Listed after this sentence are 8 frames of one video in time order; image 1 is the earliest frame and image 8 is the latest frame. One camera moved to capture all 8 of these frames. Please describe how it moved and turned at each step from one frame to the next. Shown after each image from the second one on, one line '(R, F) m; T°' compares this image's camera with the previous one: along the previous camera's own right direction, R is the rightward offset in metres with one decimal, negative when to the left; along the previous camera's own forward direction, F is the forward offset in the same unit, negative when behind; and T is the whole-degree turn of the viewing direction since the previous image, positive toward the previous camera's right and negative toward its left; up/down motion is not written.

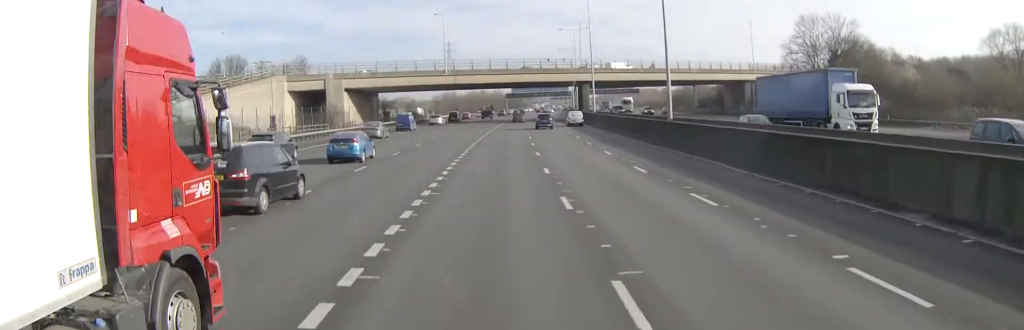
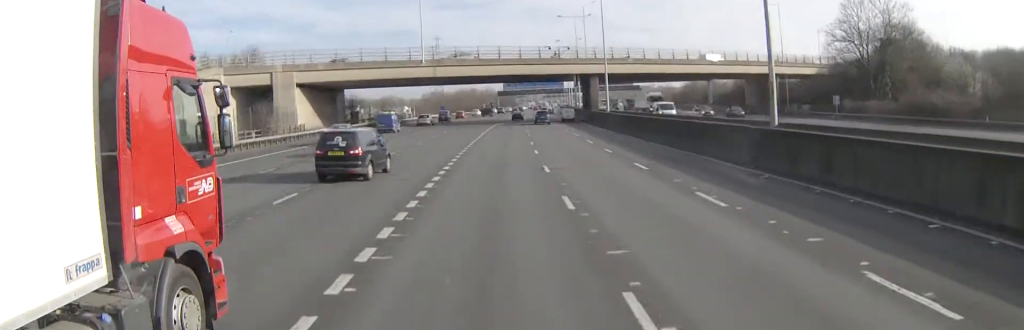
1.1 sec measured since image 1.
(+0.1, +18.9) m; +1°
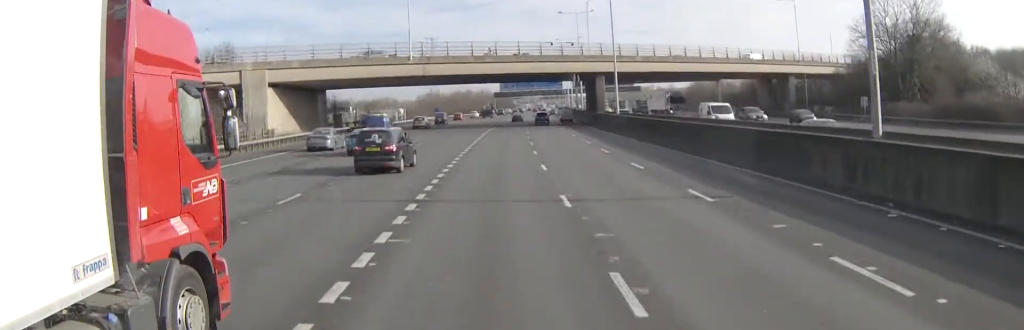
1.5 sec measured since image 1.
(0.0, +8.2) m; 0°
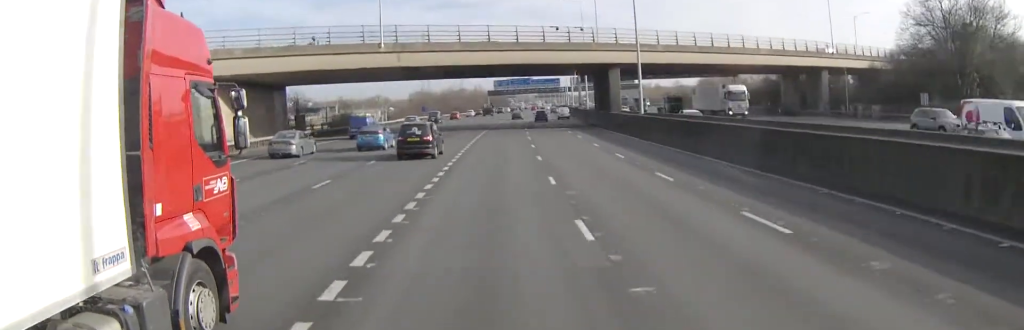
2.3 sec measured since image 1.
(+0.1, +14.0) m; 0°
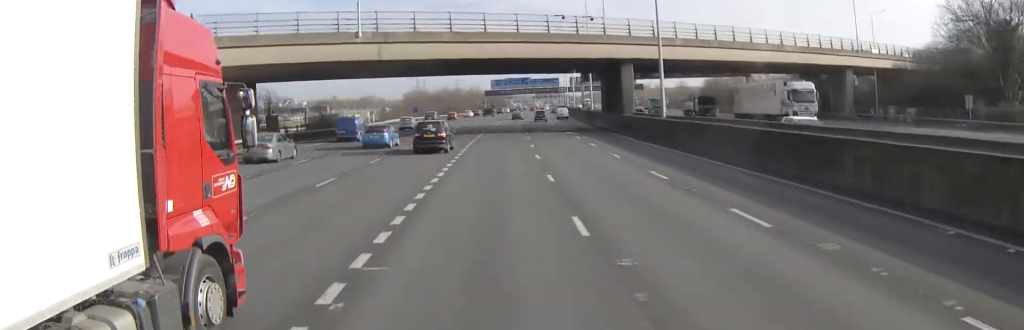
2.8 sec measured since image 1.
(0.0, +8.3) m; 0°
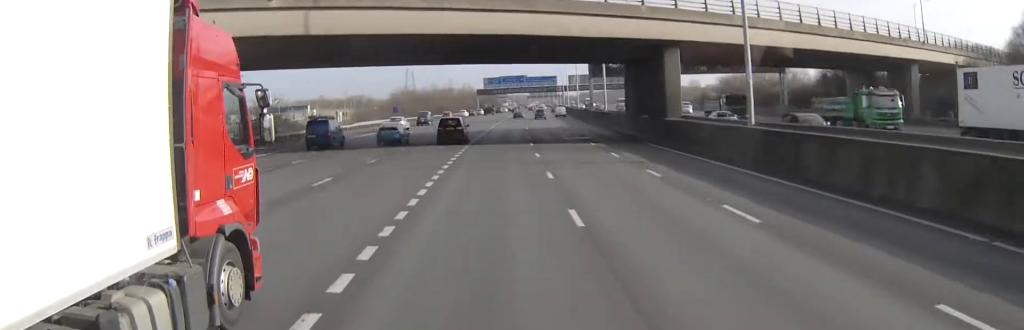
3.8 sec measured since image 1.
(0.0, +17.7) m; 0°
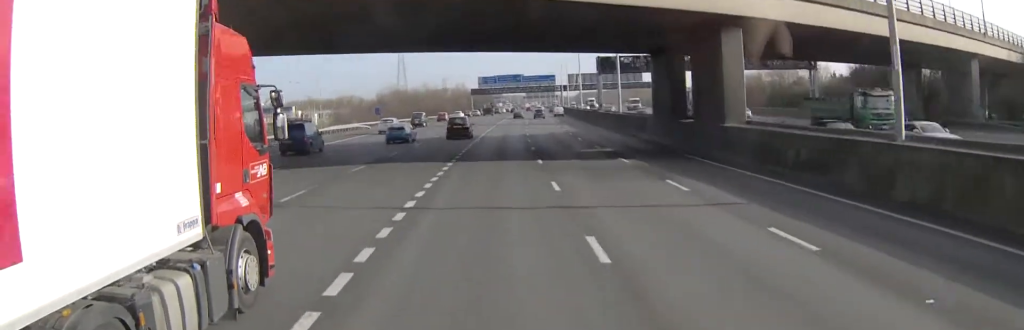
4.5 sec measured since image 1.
(0.0, +12.4) m; 0°
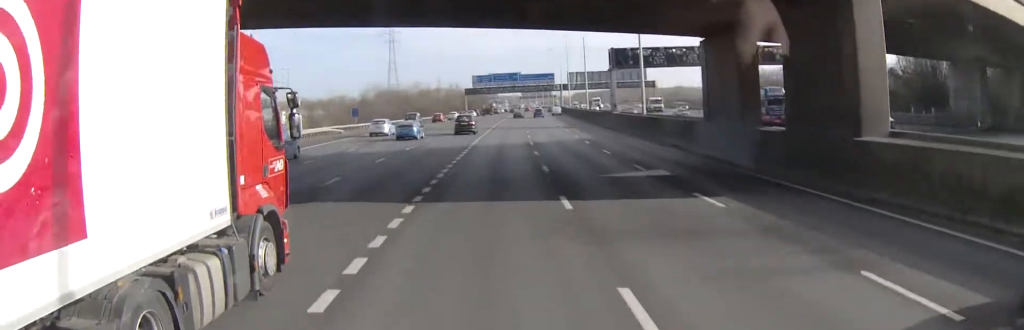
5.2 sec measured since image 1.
(+0.1, +12.9) m; 0°
